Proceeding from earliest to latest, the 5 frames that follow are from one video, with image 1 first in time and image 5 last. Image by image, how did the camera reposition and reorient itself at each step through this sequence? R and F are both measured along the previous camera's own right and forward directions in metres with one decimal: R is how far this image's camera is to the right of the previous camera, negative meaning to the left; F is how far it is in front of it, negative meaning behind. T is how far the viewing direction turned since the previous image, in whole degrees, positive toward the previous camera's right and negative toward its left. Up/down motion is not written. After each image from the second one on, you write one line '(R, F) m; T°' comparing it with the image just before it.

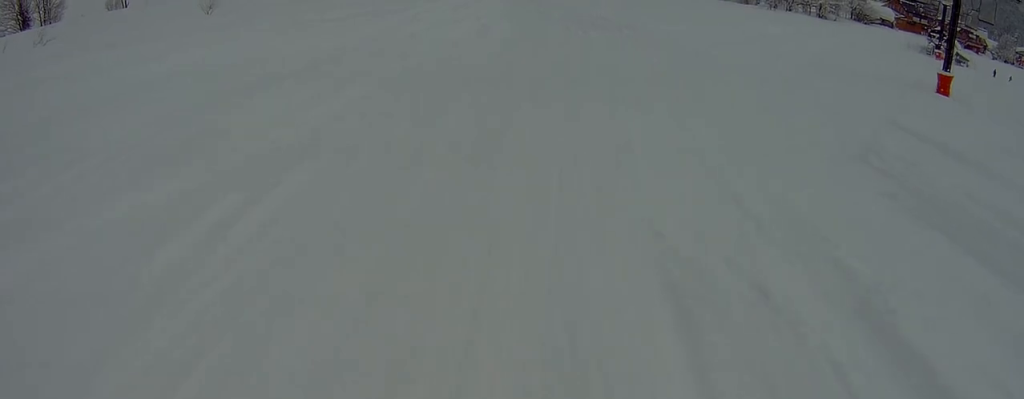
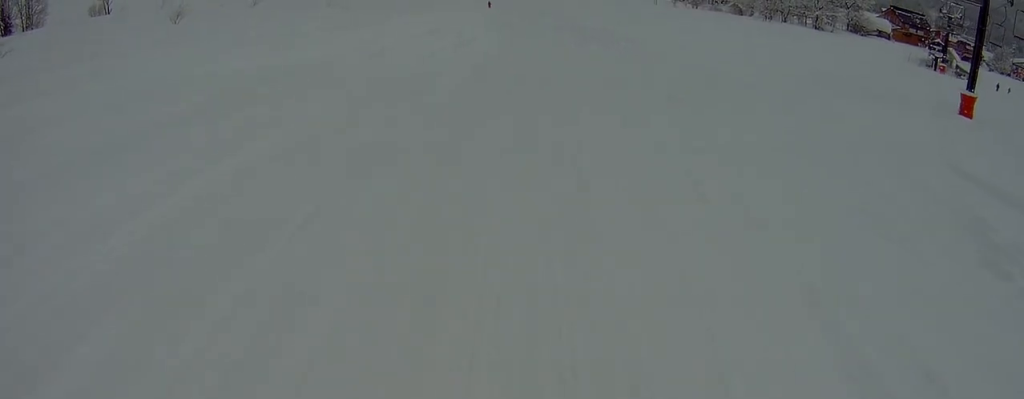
(0.0, +3.9) m; -2°
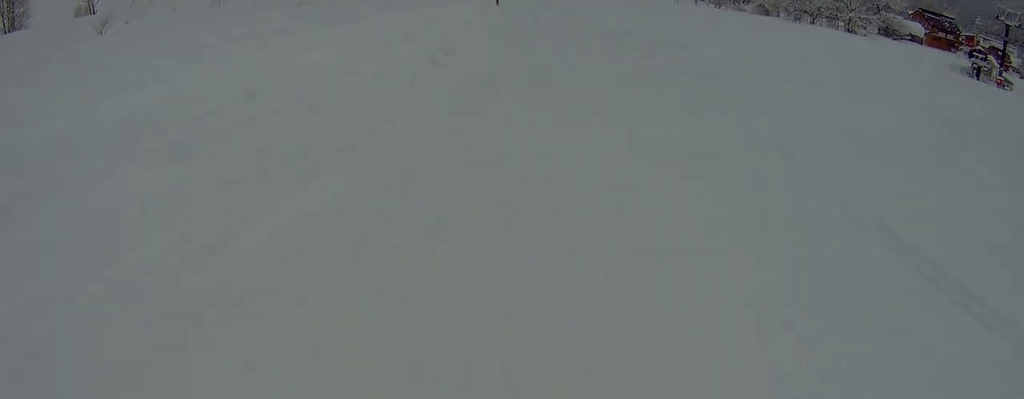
(-0.7, +11.0) m; -7°
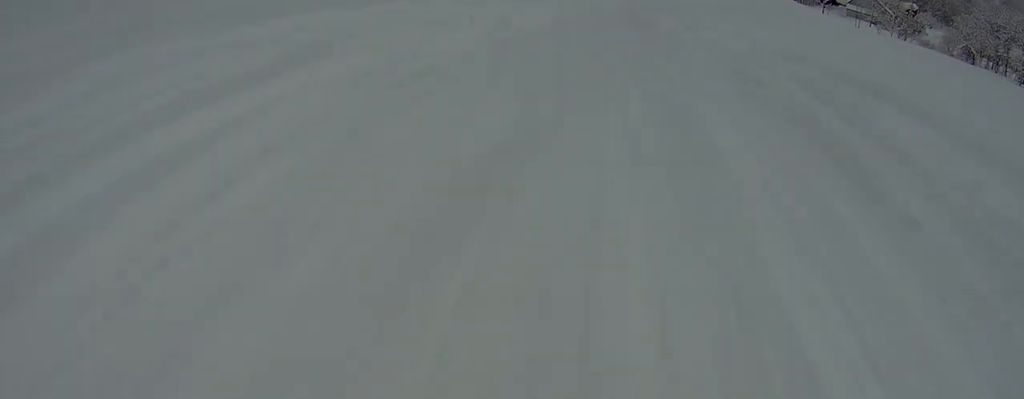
(+2.0, +44.6) m; +9°
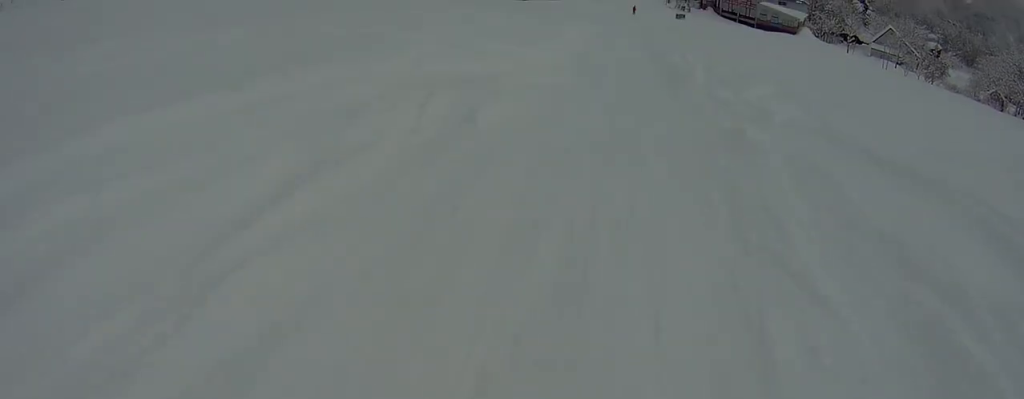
(+0.1, +5.3) m; -6°
